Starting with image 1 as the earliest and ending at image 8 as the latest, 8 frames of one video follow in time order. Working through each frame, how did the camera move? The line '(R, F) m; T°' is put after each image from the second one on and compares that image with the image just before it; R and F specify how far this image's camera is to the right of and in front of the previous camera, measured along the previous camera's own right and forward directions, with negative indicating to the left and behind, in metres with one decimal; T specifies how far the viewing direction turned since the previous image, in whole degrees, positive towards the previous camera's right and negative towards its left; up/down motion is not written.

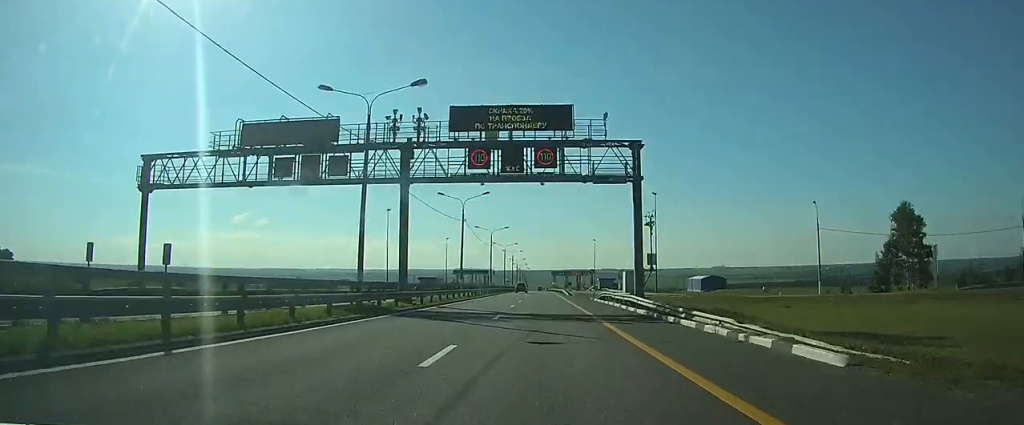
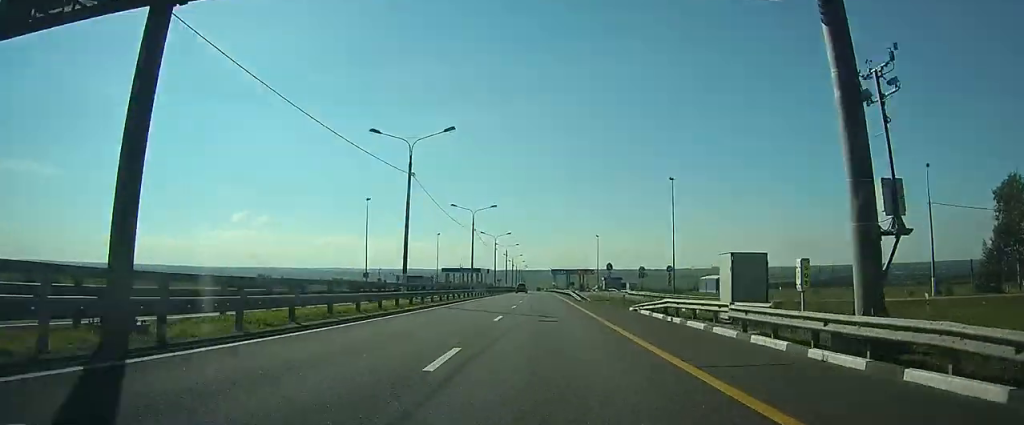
(-0.2, +24.2) m; 0°
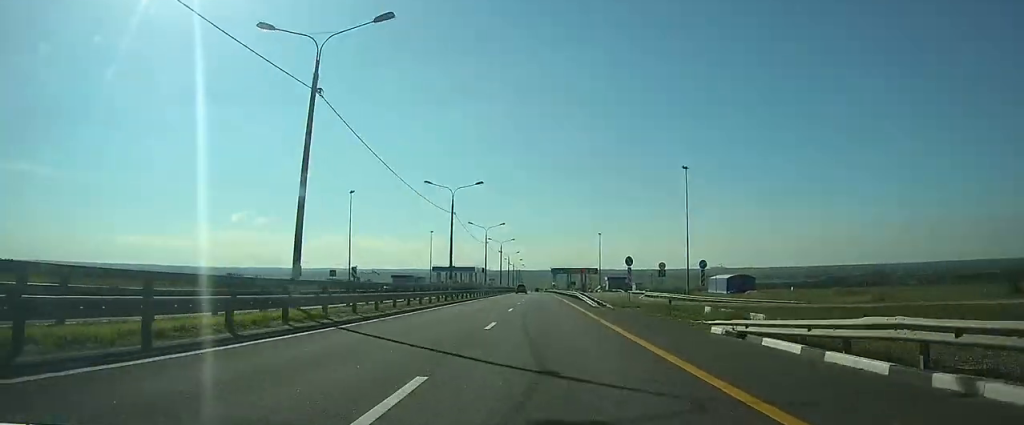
(+0.1, +15.5) m; 0°
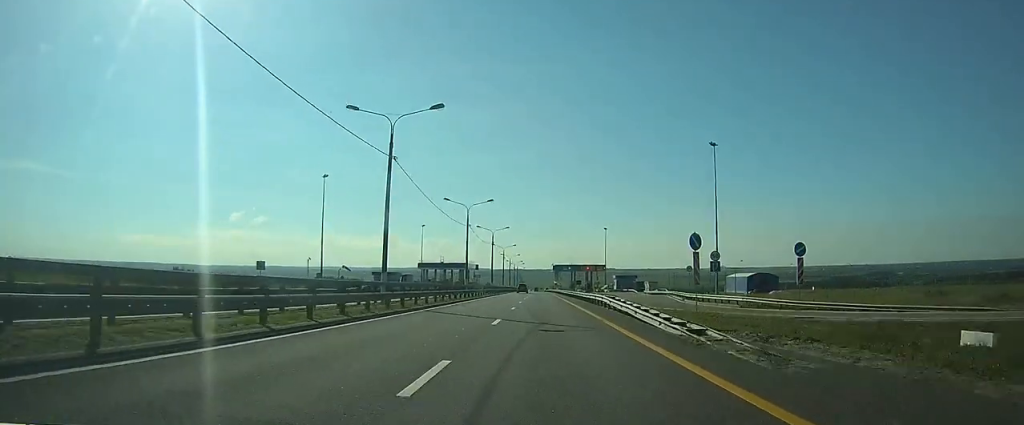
(0.0, +22.2) m; 0°
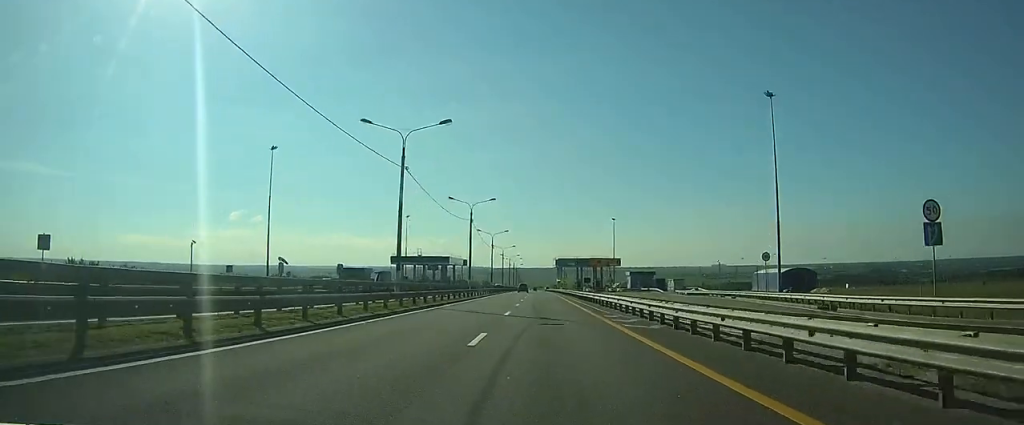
(0.0, +30.0) m; 0°
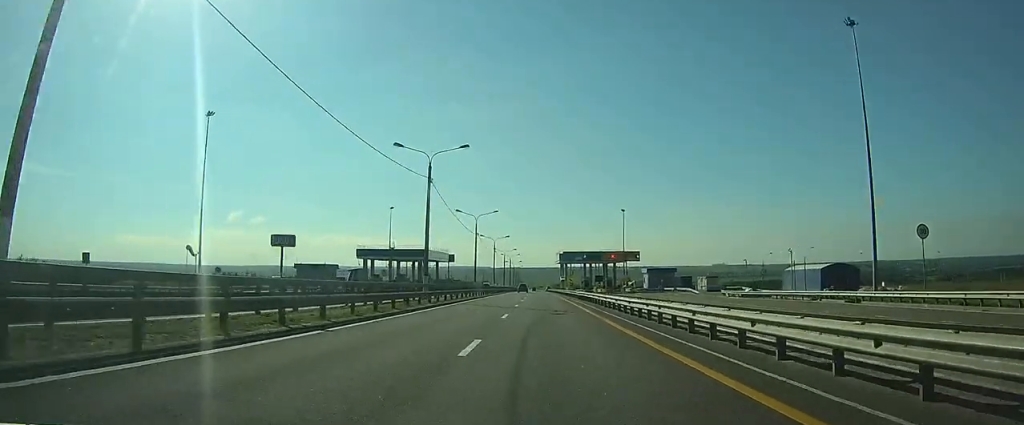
(0.0, +25.2) m; 0°
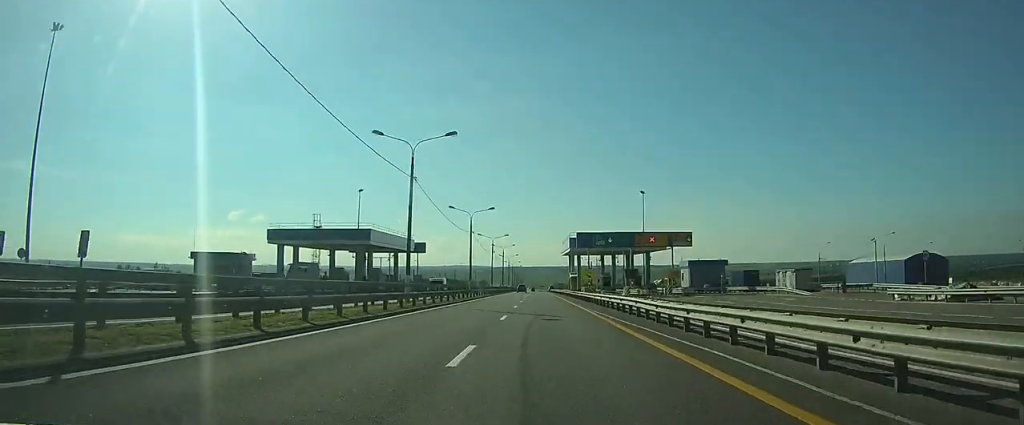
(+0.1, +37.0) m; 0°
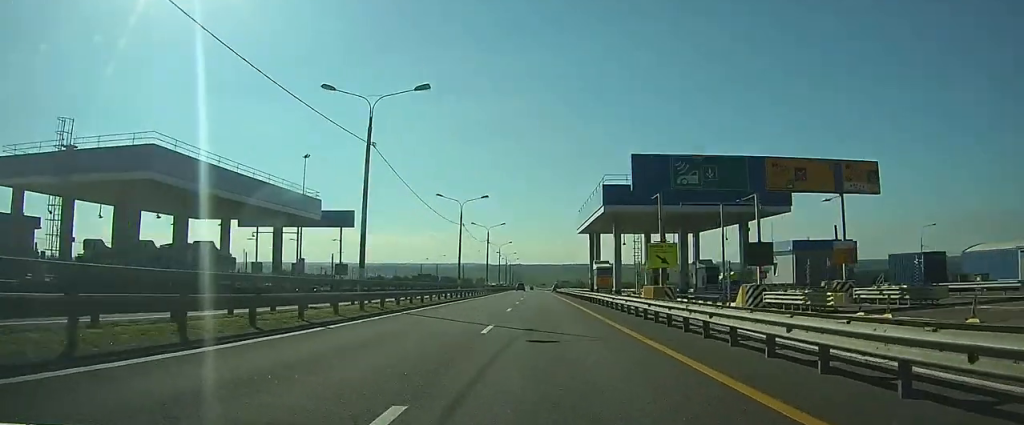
(-0.1, +42.1) m; 0°
